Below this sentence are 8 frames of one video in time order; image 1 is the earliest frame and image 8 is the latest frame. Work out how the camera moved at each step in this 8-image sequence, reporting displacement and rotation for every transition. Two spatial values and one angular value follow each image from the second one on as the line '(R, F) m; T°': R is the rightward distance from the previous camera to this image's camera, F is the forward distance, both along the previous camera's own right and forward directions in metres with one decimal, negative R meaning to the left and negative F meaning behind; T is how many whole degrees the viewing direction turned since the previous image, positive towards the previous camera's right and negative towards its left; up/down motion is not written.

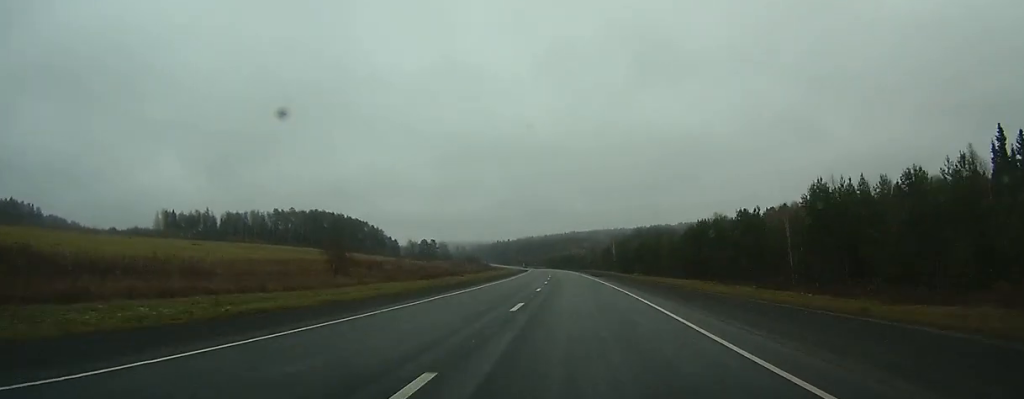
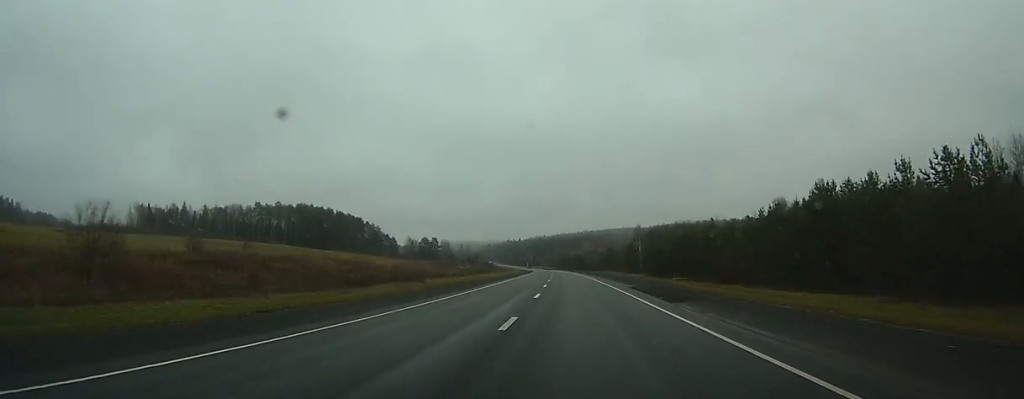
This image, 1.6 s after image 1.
(-0.4, +40.1) m; -1°
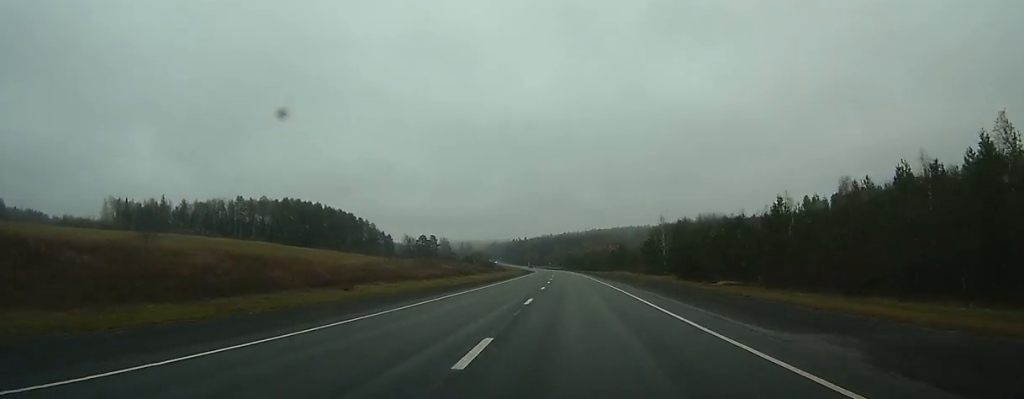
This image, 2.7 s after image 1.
(-0.3, +28.4) m; -1°
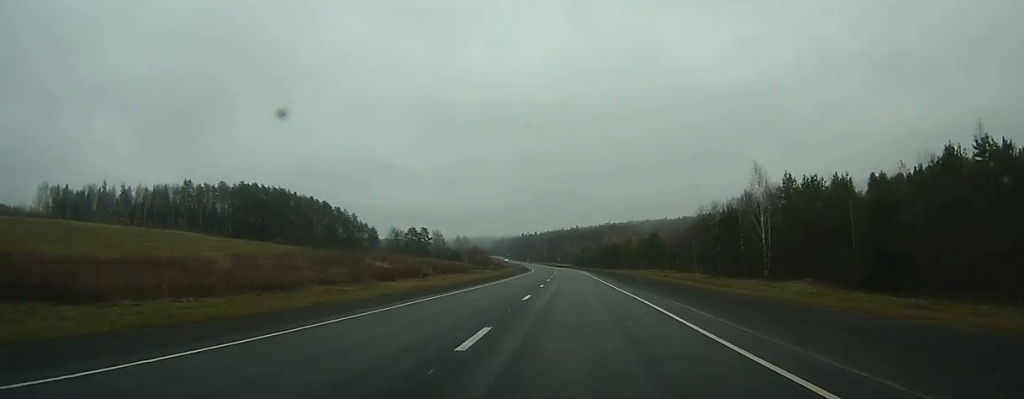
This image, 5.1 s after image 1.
(-0.9, +58.3) m; -1°
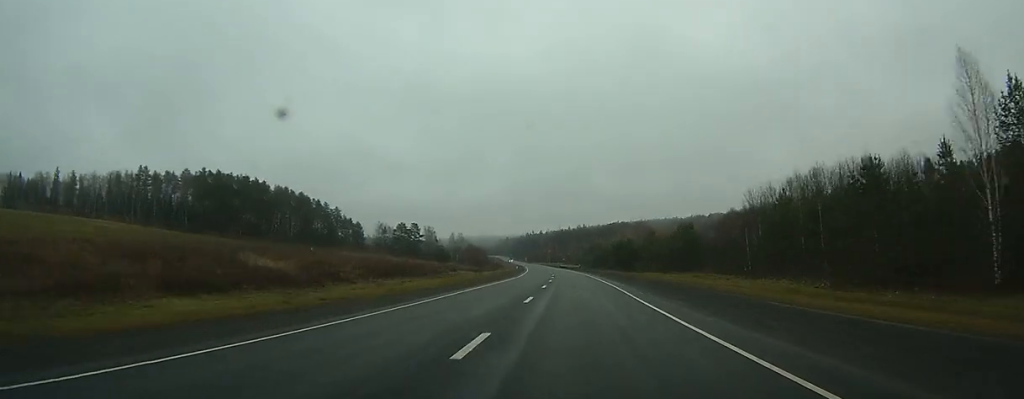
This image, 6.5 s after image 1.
(-0.2, +36.5) m; -1°
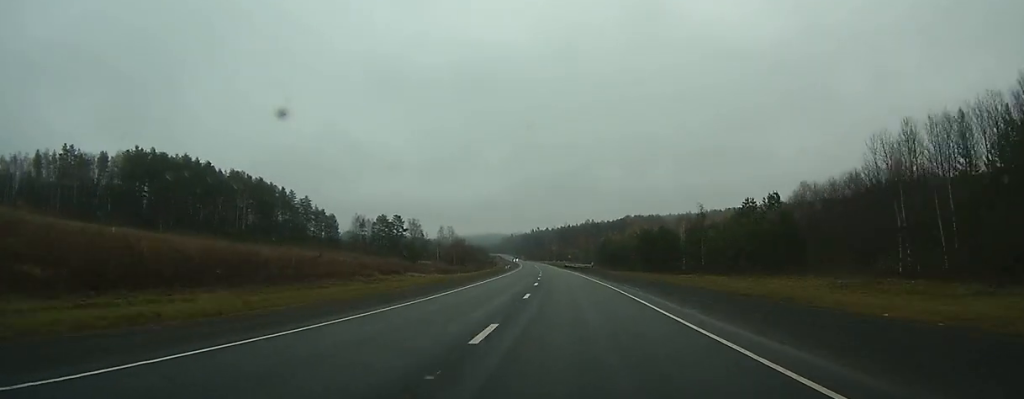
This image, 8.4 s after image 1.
(-0.4, +46.4) m; -2°
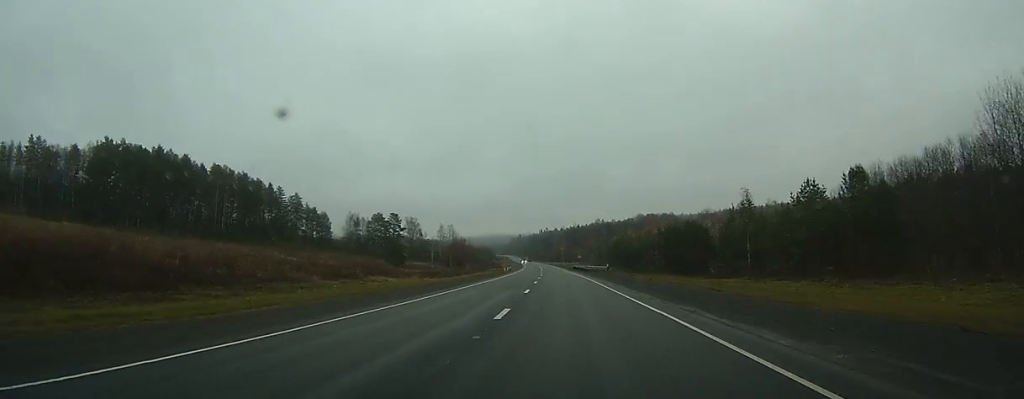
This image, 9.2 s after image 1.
(-0.4, +19.9) m; -1°
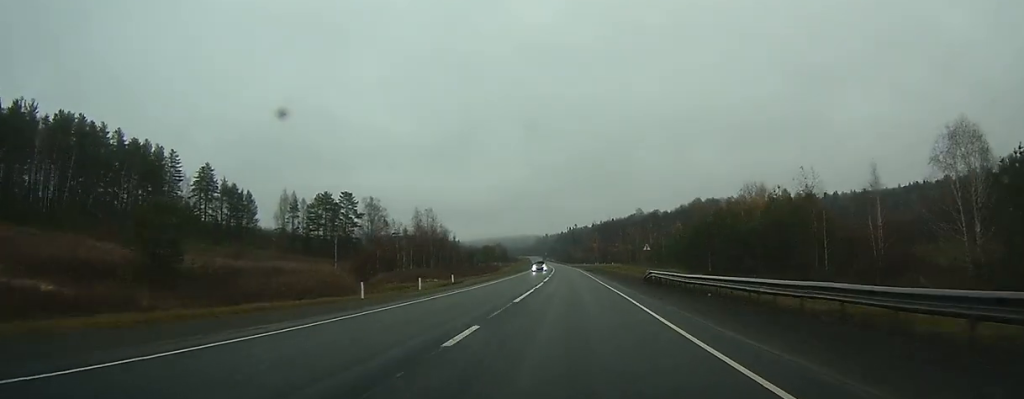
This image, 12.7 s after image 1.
(-0.9, +88.1) m; -1°
